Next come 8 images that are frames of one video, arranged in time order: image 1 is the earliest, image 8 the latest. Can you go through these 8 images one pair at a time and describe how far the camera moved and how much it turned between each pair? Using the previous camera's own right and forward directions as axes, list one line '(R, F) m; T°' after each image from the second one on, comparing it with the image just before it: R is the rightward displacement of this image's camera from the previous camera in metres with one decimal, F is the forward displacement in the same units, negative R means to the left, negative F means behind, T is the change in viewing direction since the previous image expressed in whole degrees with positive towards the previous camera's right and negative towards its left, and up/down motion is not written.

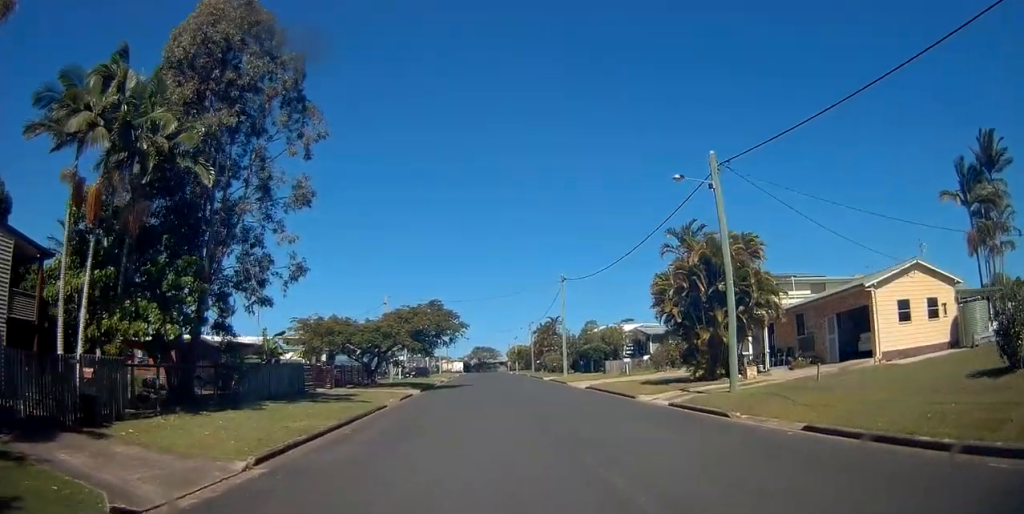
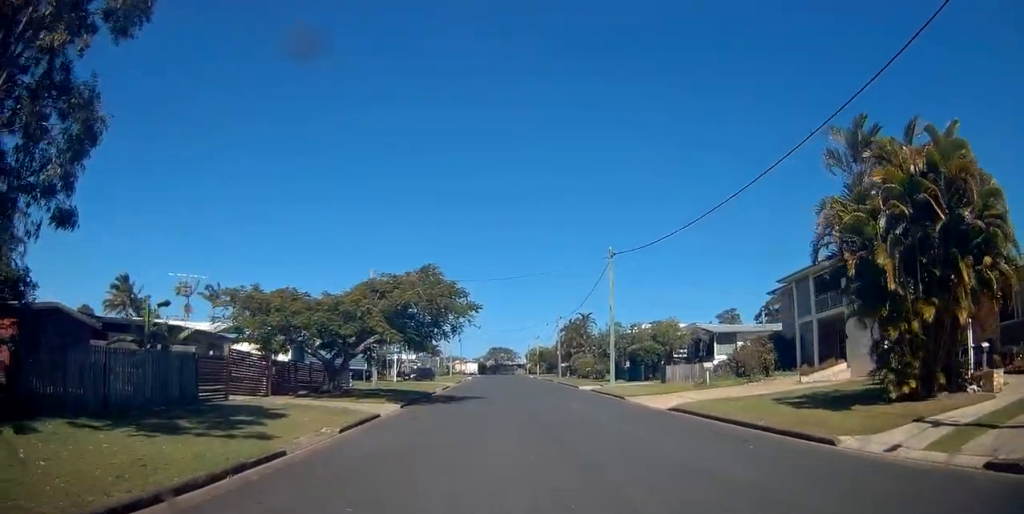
(-0.1, +14.3) m; -1°
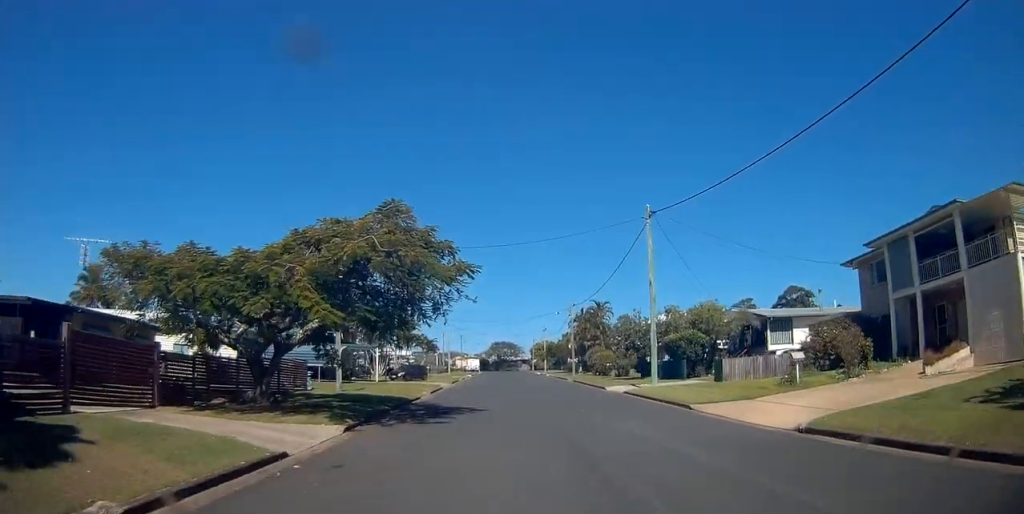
(-0.2, +9.9) m; 0°
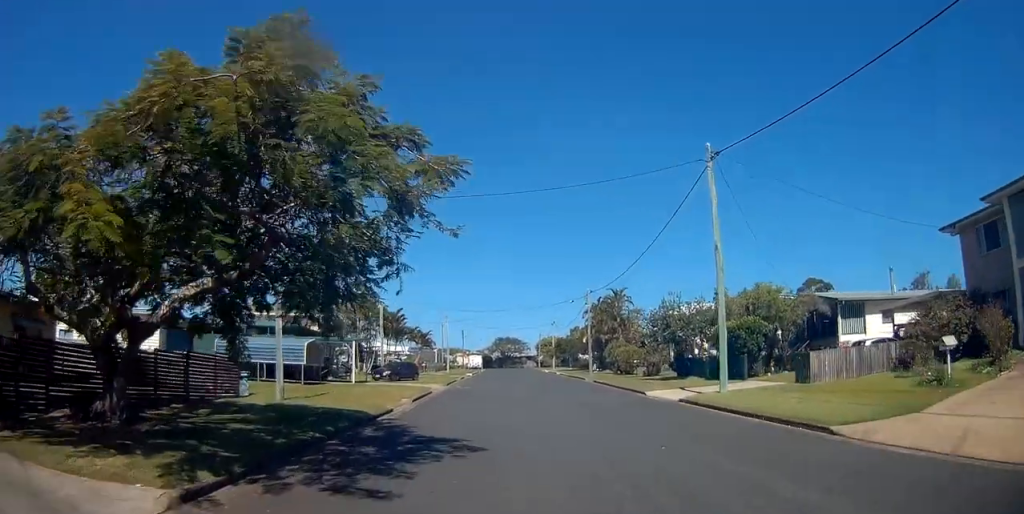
(+0.1, +8.8) m; +1°
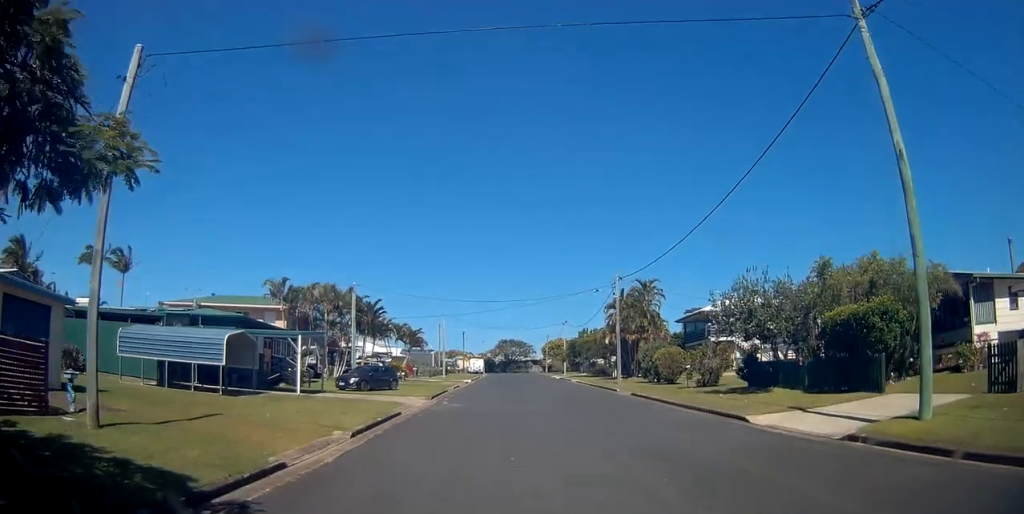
(+0.1, +11.0) m; +1°
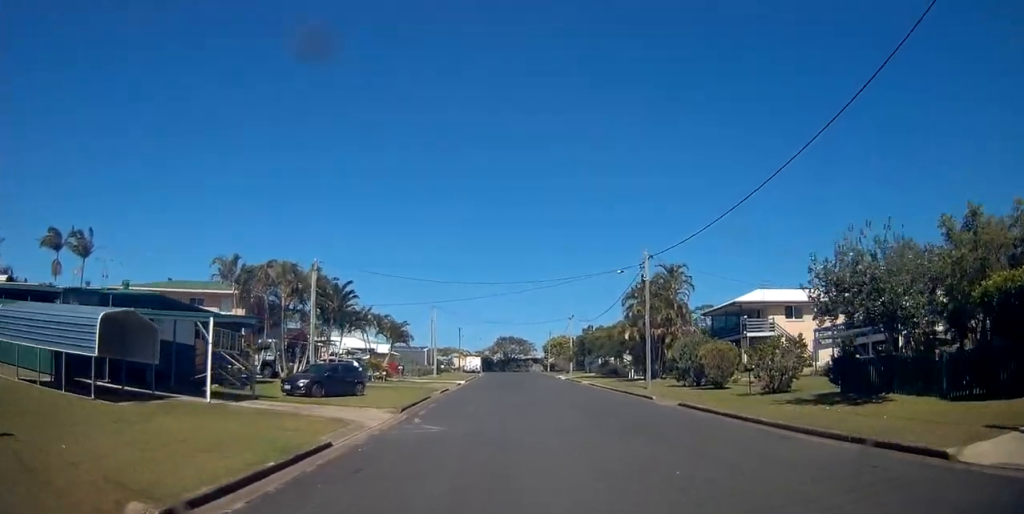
(0.0, +8.5) m; +1°
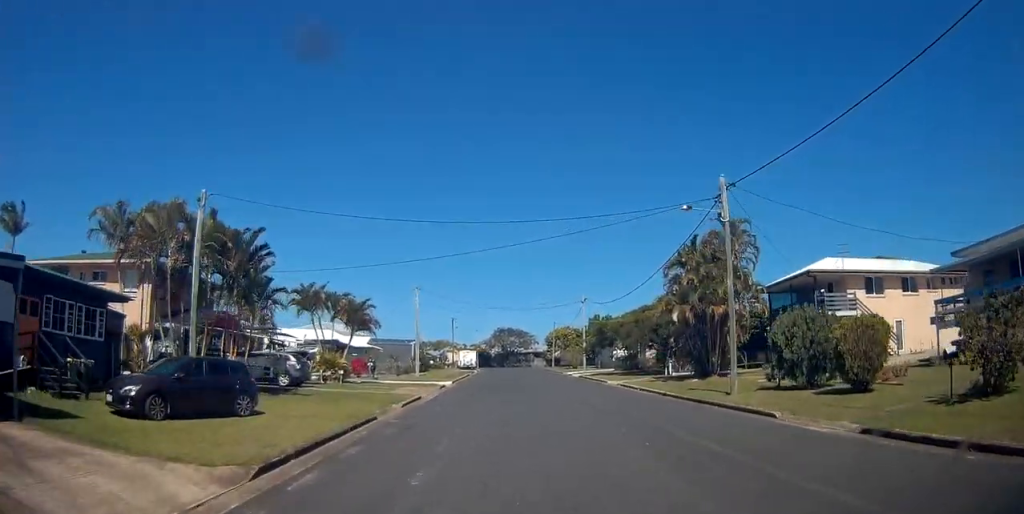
(+0.1, +12.2) m; -1°
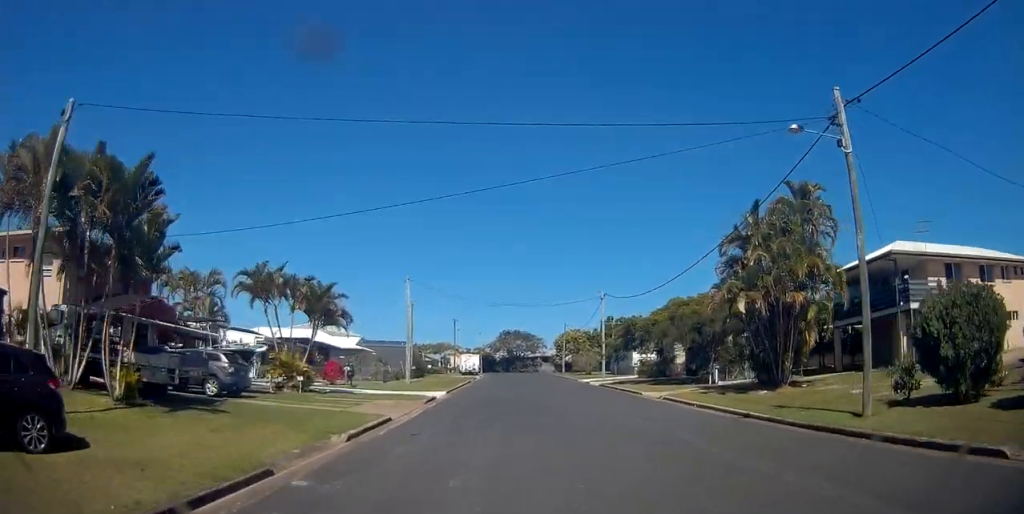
(0.0, +7.9) m; -2°
